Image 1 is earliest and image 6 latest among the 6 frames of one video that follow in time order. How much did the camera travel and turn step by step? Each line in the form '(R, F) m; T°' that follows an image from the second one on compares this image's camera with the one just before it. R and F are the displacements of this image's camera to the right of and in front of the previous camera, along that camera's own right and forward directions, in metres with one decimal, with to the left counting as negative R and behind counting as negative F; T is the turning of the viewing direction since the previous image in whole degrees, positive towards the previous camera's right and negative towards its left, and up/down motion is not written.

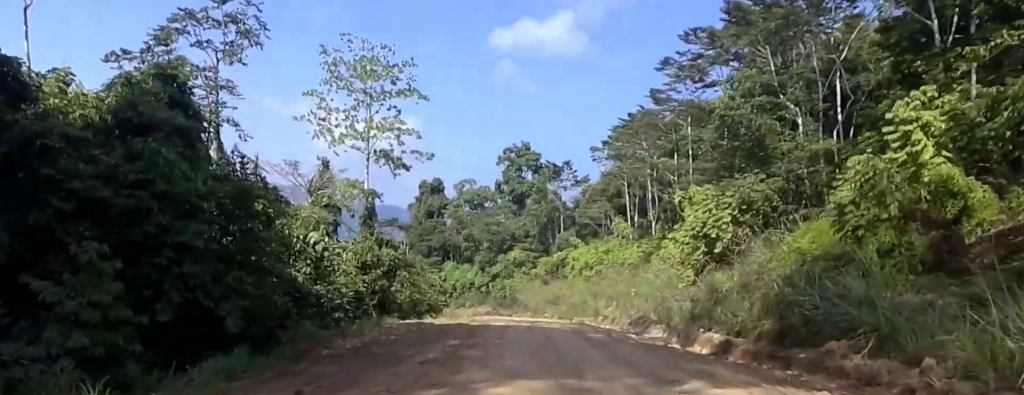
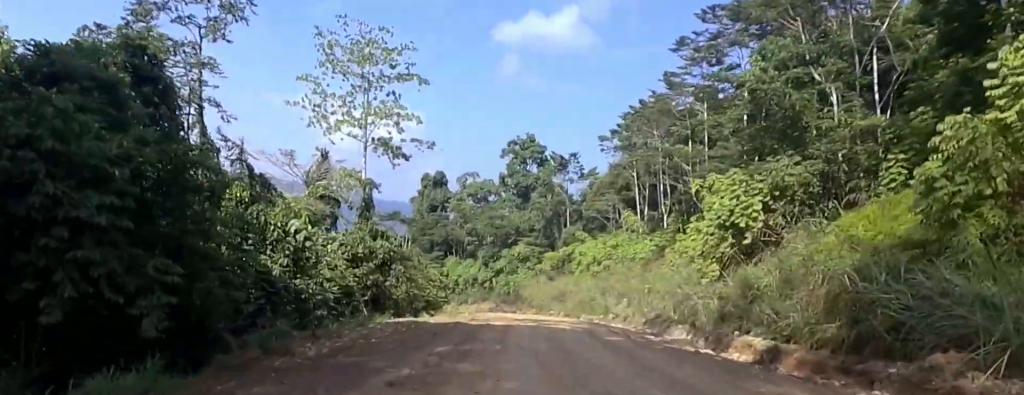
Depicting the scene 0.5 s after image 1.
(-0.1, +3.7) m; -1°
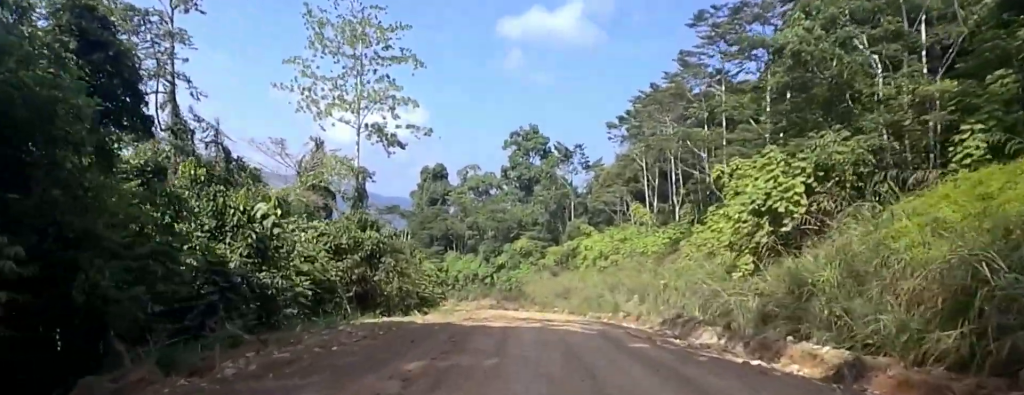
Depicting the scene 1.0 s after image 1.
(-0.1, +4.2) m; -1°
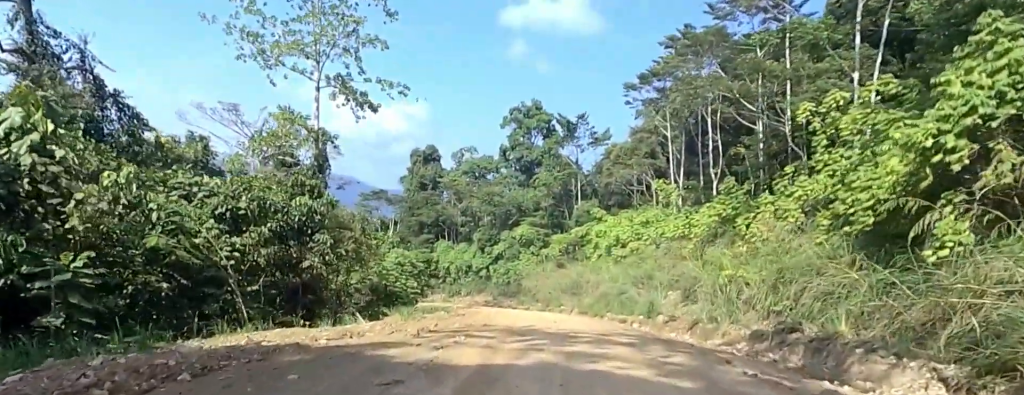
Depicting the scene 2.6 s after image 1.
(0.0, +12.5) m; 0°
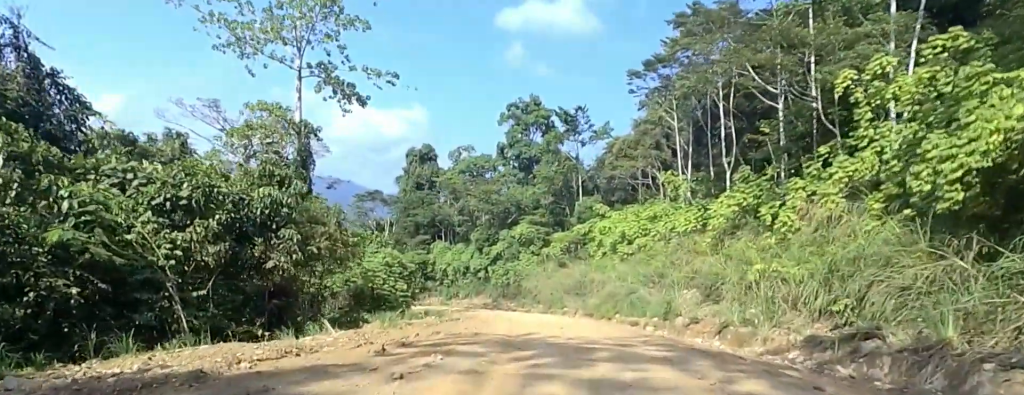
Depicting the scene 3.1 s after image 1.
(0.0, +3.6) m; 0°
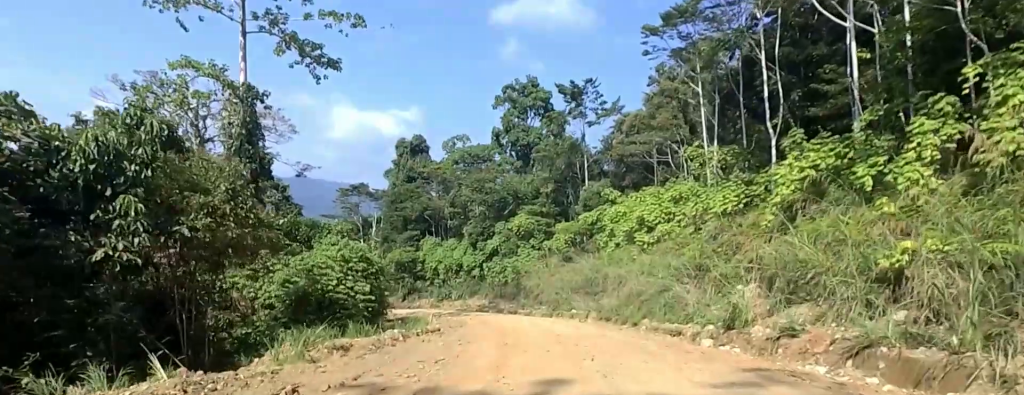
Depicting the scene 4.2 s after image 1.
(0.0, +8.8) m; 0°
